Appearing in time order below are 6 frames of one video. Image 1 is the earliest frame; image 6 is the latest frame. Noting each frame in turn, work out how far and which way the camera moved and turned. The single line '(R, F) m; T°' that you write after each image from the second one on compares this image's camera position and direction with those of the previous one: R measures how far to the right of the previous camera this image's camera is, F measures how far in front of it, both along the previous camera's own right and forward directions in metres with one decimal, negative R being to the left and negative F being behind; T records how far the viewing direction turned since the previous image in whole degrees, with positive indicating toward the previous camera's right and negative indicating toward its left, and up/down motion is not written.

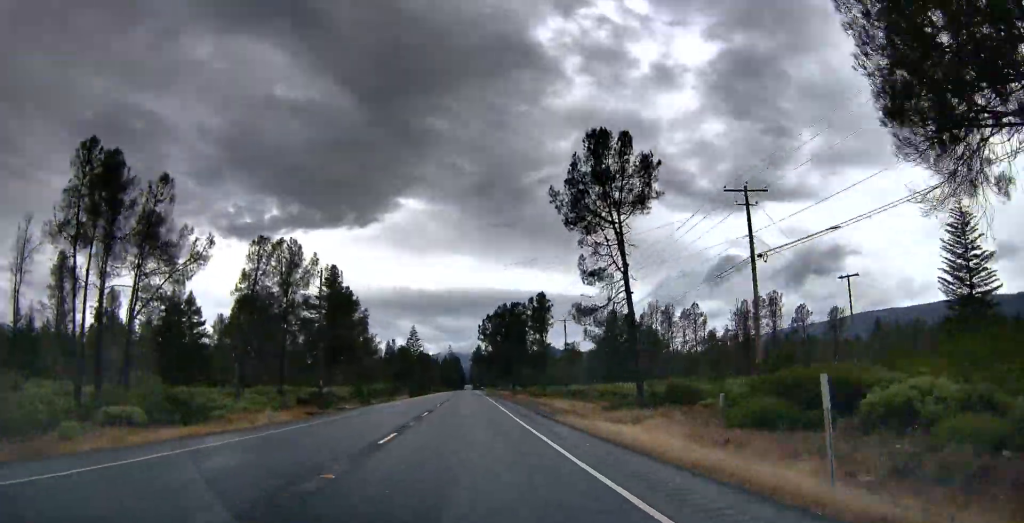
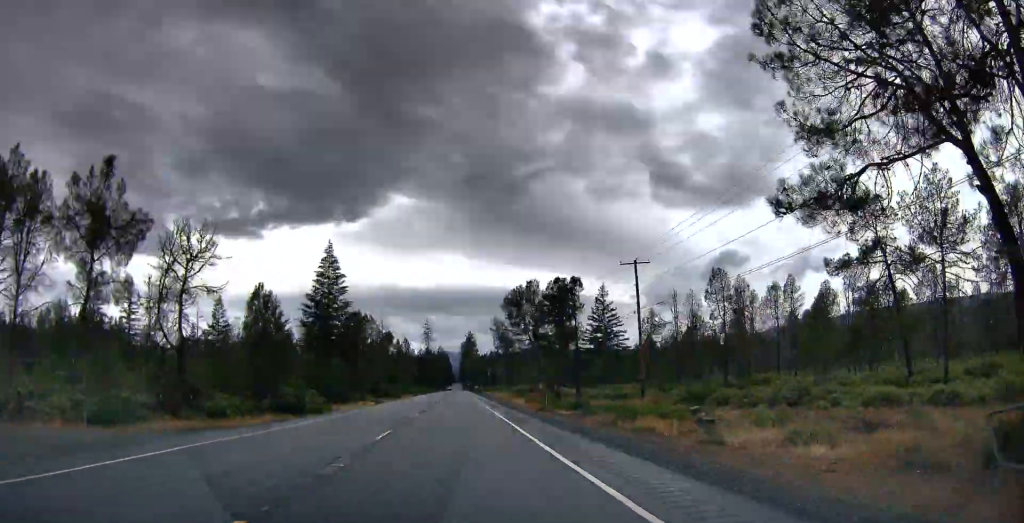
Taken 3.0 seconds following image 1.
(-1.9, +116.4) m; -1°
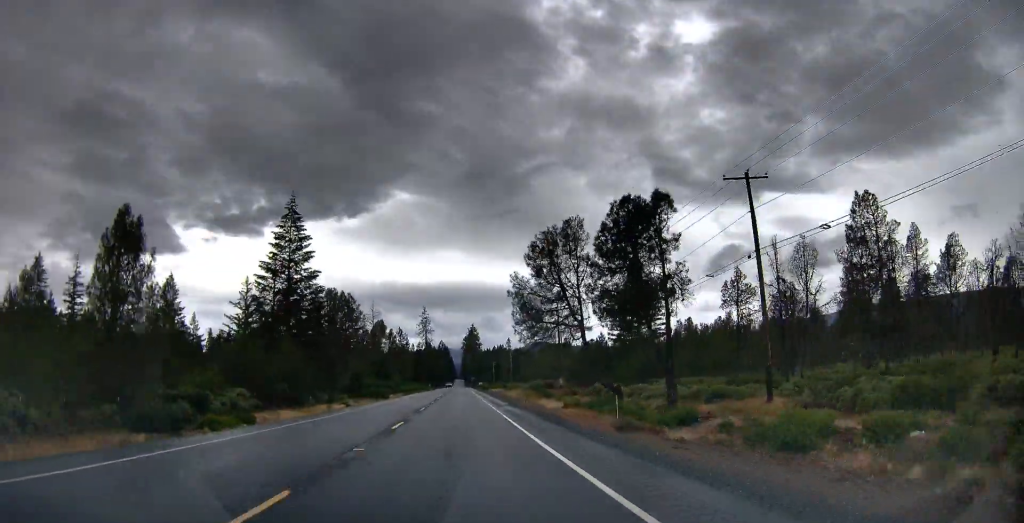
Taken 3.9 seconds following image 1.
(+0.2, +31.5) m; 0°
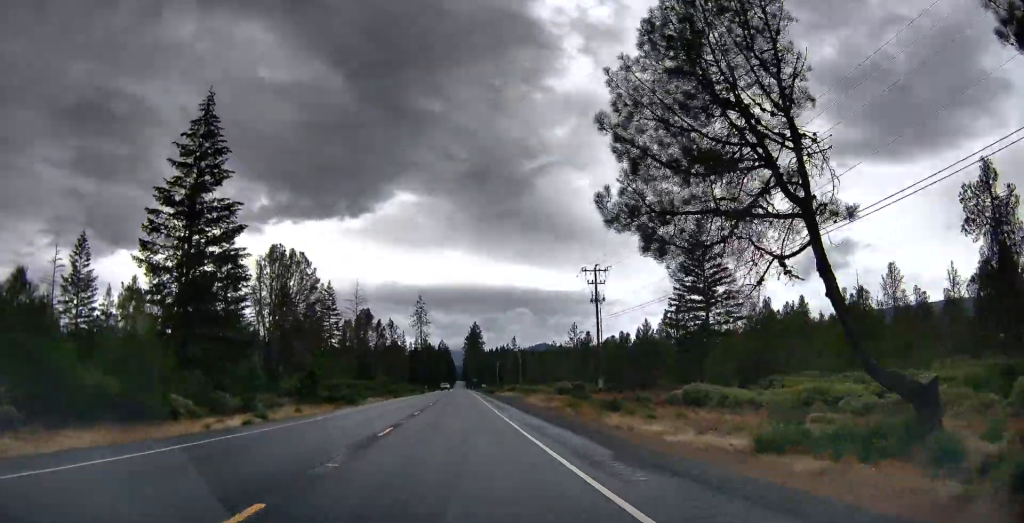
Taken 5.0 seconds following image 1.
(-0.2, +33.2) m; -1°
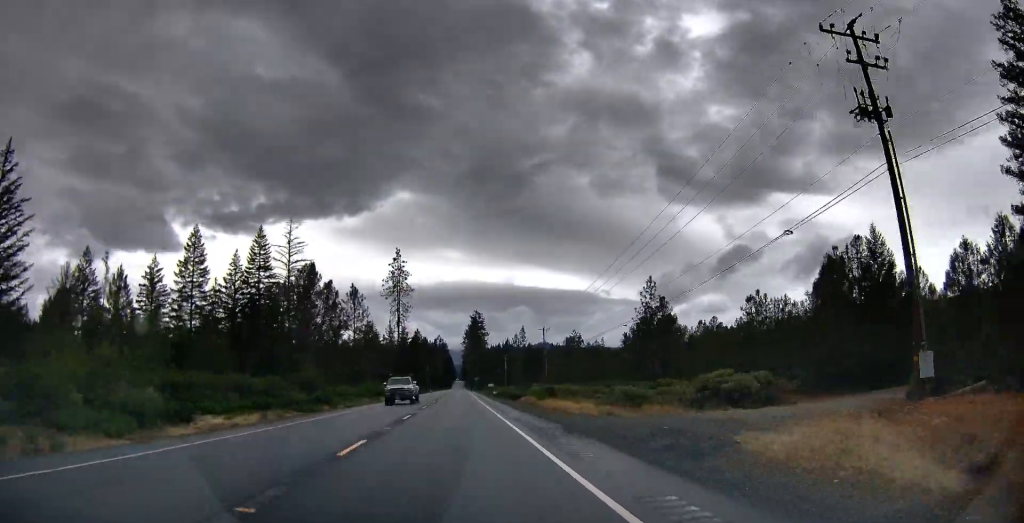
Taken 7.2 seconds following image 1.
(+0.6, +63.4) m; +2°
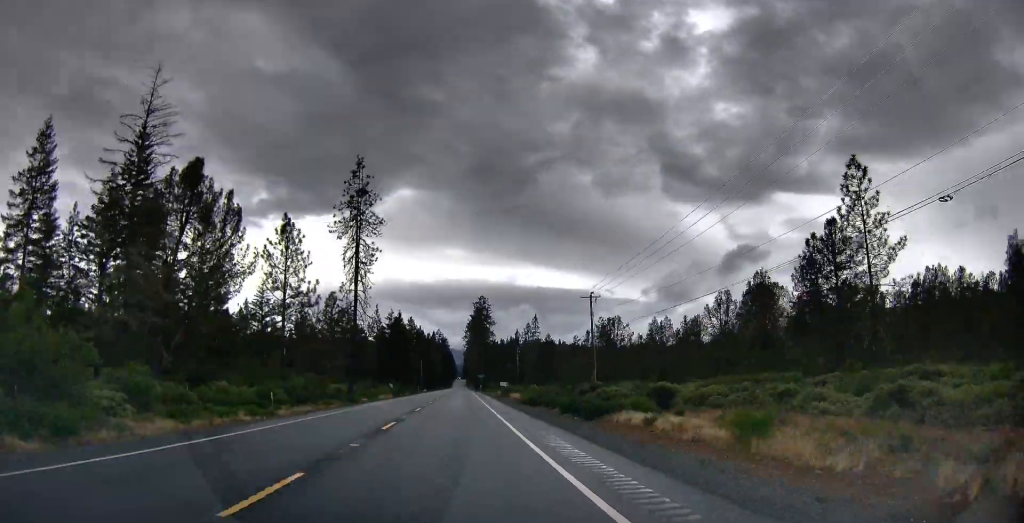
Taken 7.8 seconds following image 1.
(+0.1, +18.9) m; 0°
